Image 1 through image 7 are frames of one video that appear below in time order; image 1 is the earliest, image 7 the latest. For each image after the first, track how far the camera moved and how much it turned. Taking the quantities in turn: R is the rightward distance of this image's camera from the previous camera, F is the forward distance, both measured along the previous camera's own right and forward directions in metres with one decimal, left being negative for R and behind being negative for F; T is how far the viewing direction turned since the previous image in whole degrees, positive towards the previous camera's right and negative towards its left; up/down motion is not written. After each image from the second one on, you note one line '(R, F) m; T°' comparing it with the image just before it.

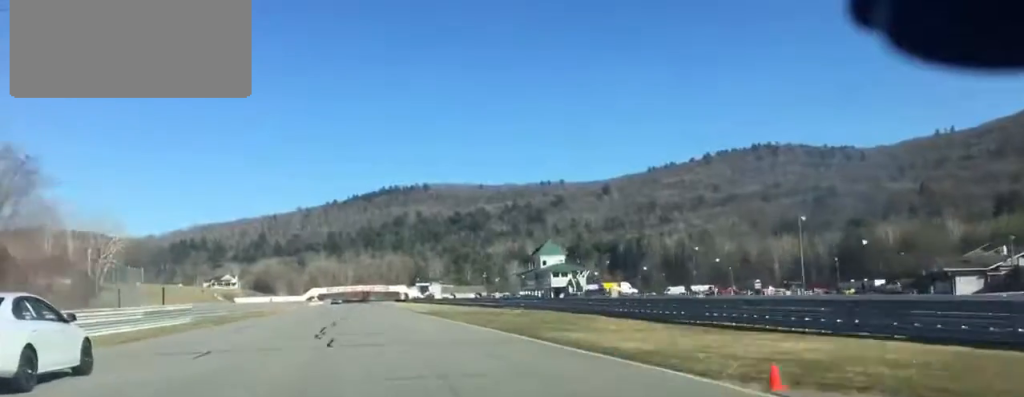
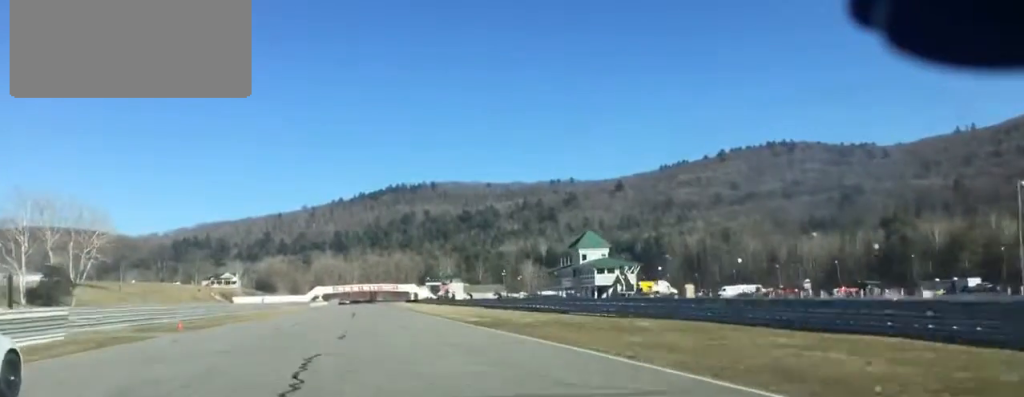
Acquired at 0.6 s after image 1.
(-0.1, +28.4) m; 0°
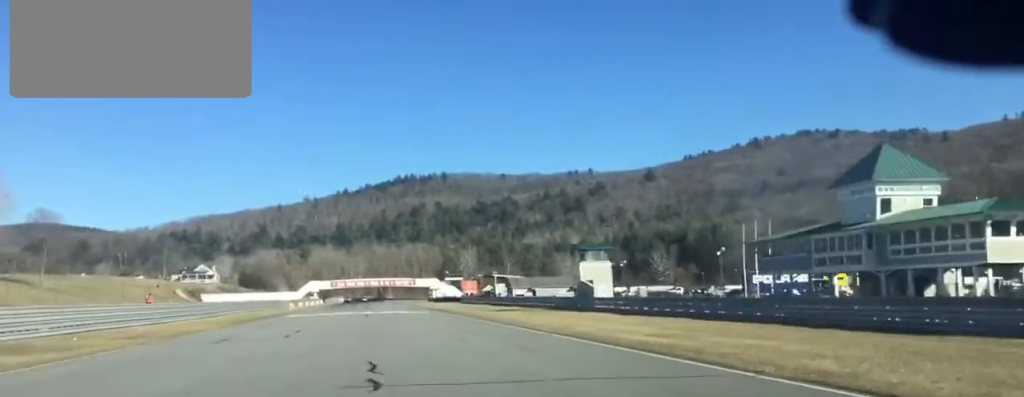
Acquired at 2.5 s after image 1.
(-1.2, +88.6) m; -1°
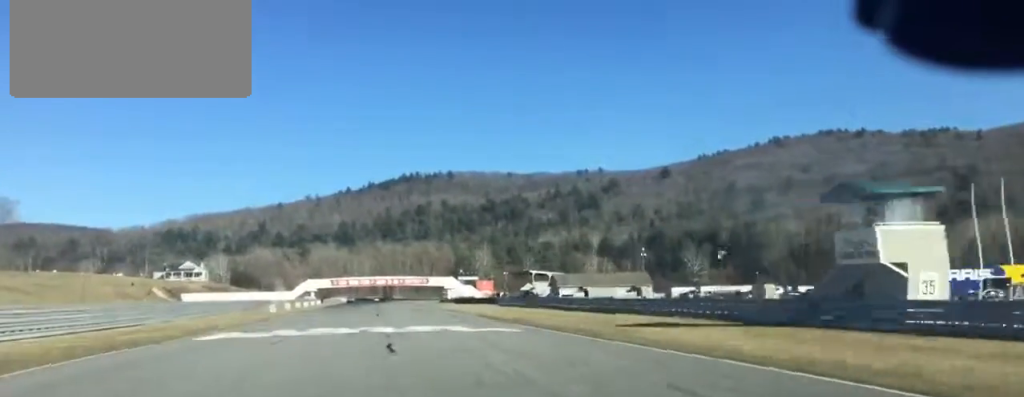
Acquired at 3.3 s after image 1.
(+0.4, +36.9) m; 0°
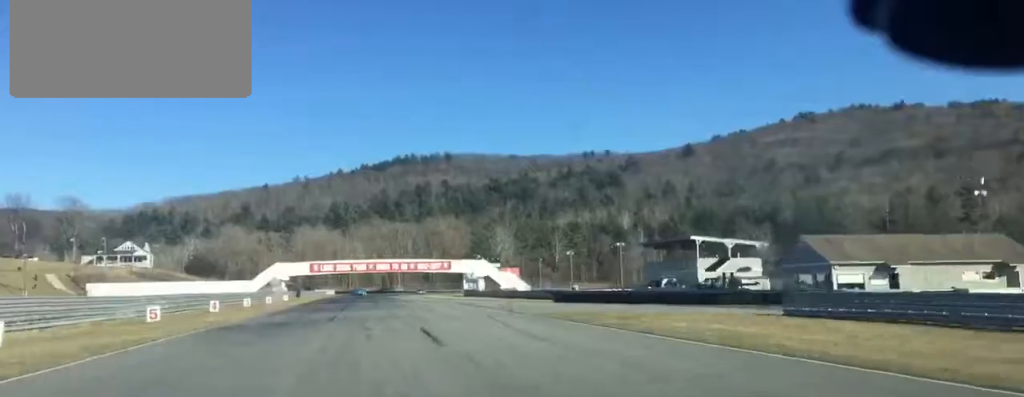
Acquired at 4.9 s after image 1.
(-0.4, +79.2) m; 0°
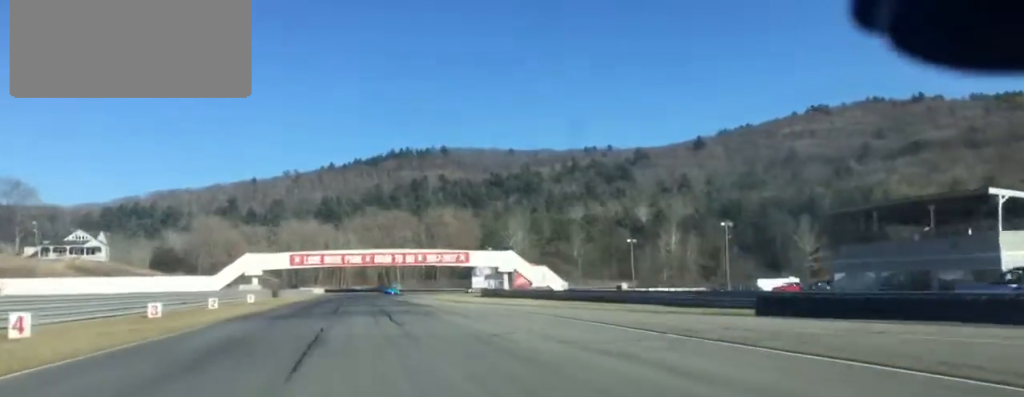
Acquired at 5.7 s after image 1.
(+0.1, +36.0) m; 0°
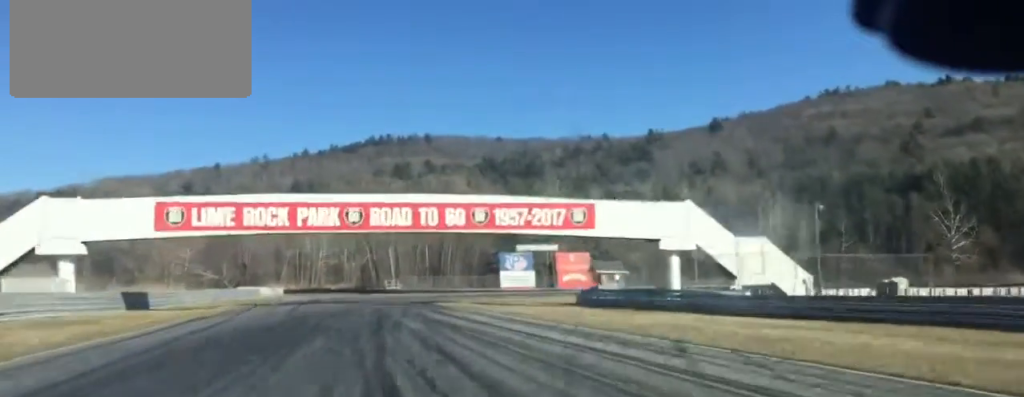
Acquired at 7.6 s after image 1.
(+0.9, +80.1) m; +2°
